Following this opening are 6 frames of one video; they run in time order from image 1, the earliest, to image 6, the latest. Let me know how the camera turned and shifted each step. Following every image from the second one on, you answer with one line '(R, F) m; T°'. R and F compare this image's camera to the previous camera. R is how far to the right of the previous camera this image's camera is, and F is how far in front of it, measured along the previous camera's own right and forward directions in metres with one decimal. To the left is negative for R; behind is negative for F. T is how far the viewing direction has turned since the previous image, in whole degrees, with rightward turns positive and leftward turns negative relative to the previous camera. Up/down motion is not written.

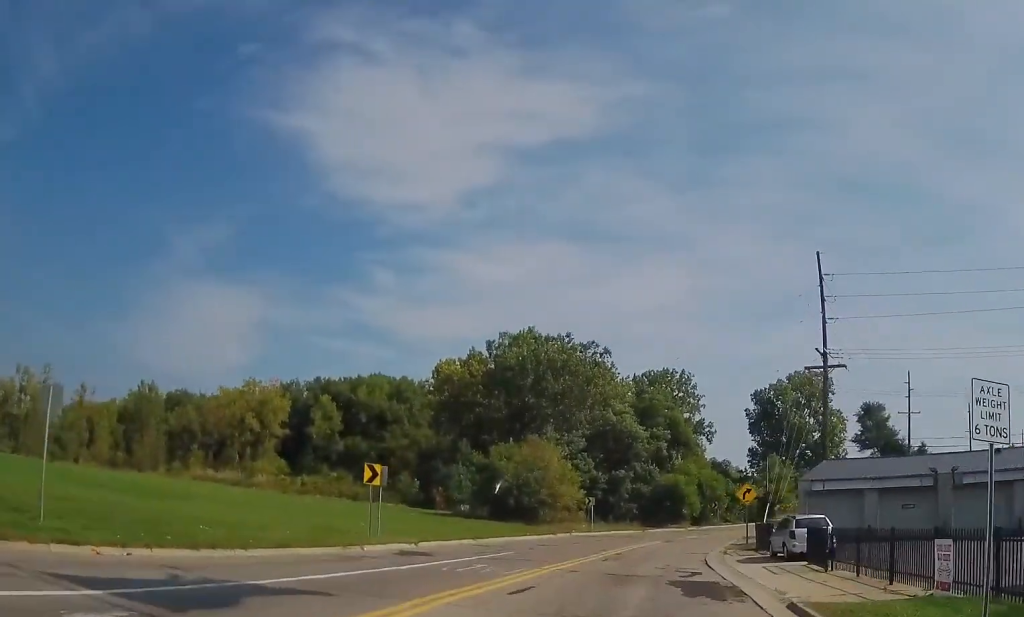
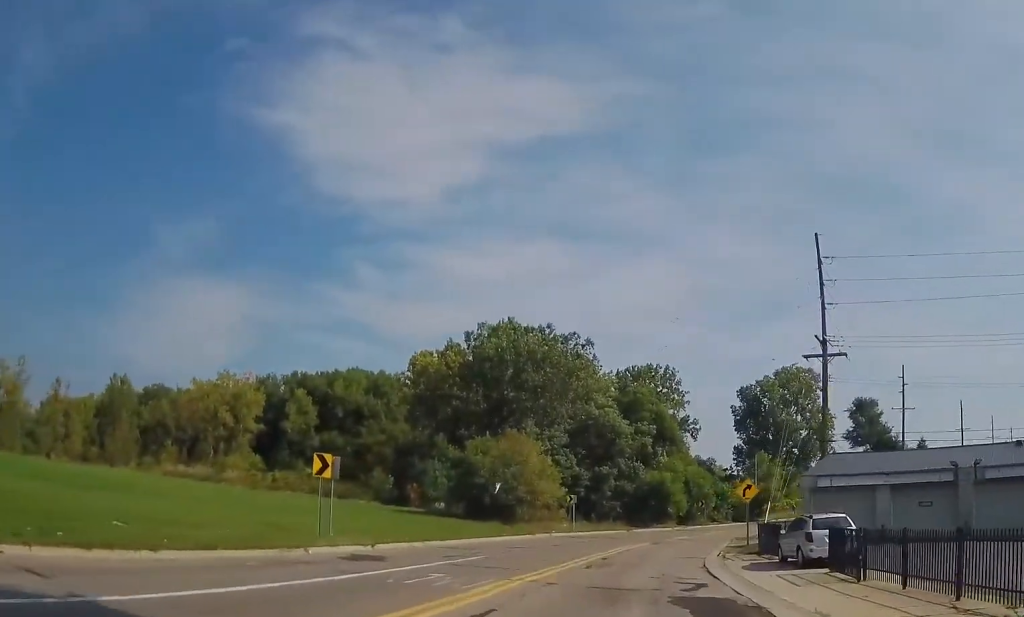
(-0.2, +3.7) m; +1°
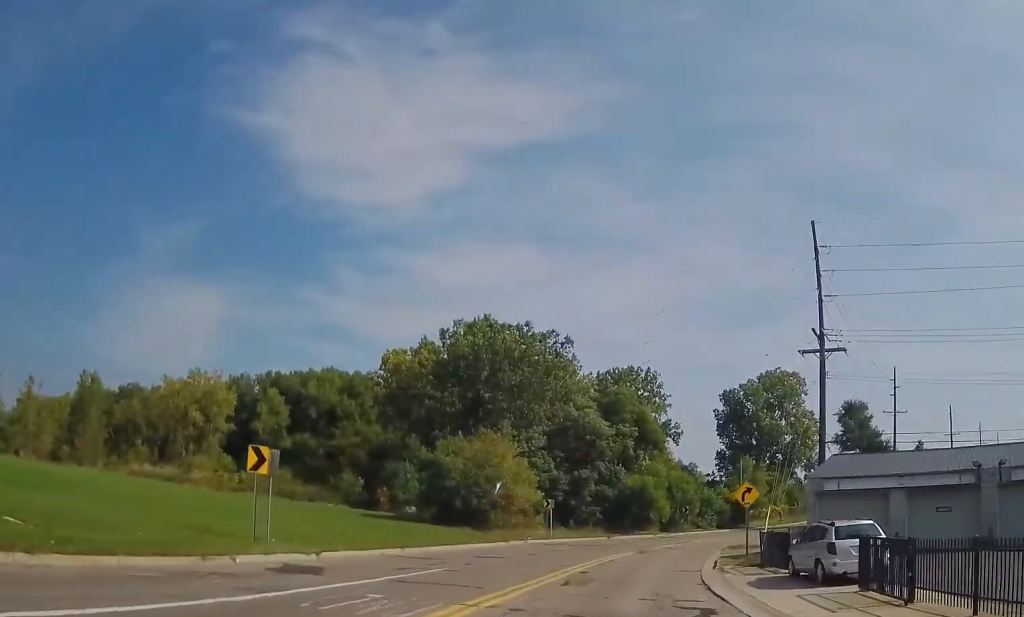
(-0.1, +3.6) m; +1°
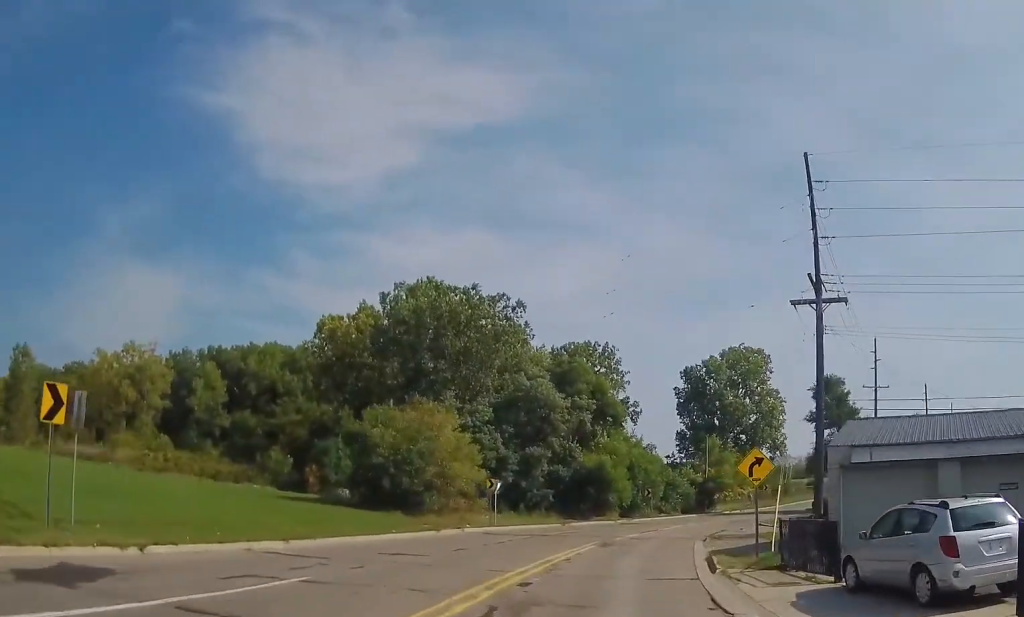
(+0.5, +7.8) m; +5°
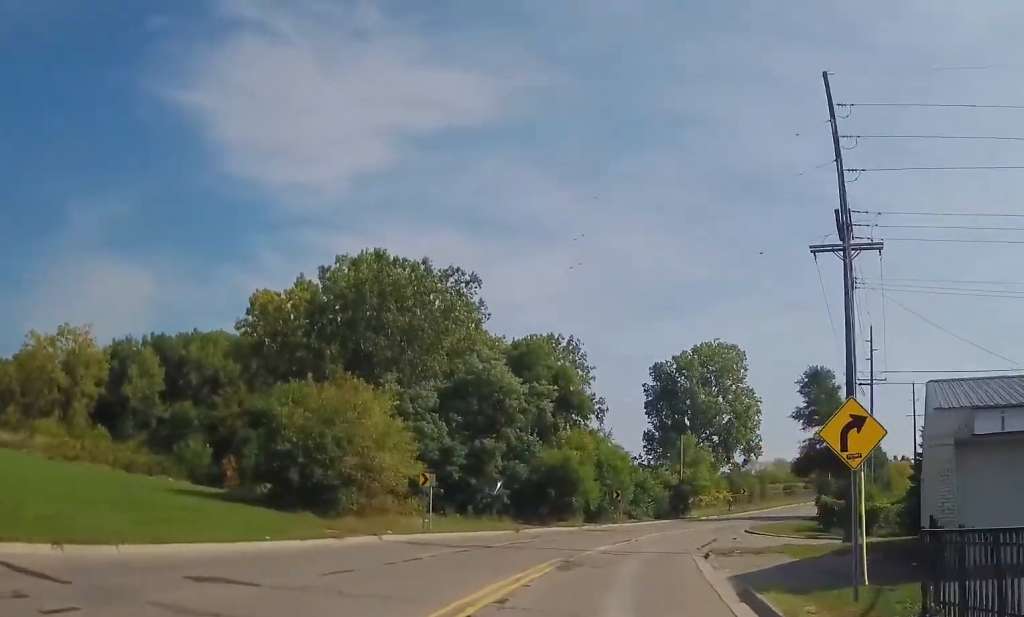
(+0.2, +9.5) m; +2°
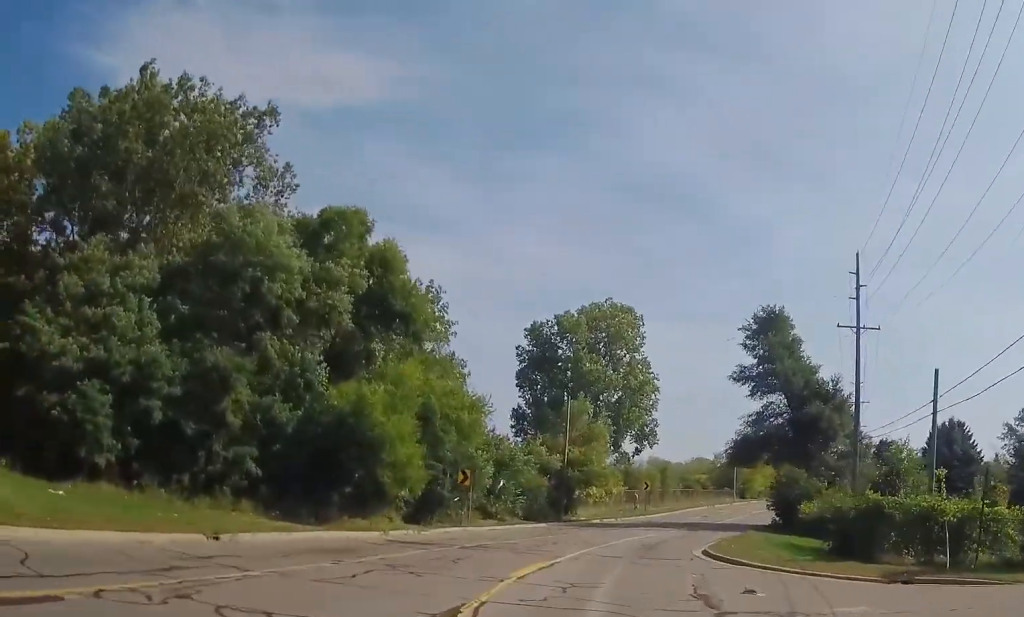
(+3.0, +27.1) m; +12°
